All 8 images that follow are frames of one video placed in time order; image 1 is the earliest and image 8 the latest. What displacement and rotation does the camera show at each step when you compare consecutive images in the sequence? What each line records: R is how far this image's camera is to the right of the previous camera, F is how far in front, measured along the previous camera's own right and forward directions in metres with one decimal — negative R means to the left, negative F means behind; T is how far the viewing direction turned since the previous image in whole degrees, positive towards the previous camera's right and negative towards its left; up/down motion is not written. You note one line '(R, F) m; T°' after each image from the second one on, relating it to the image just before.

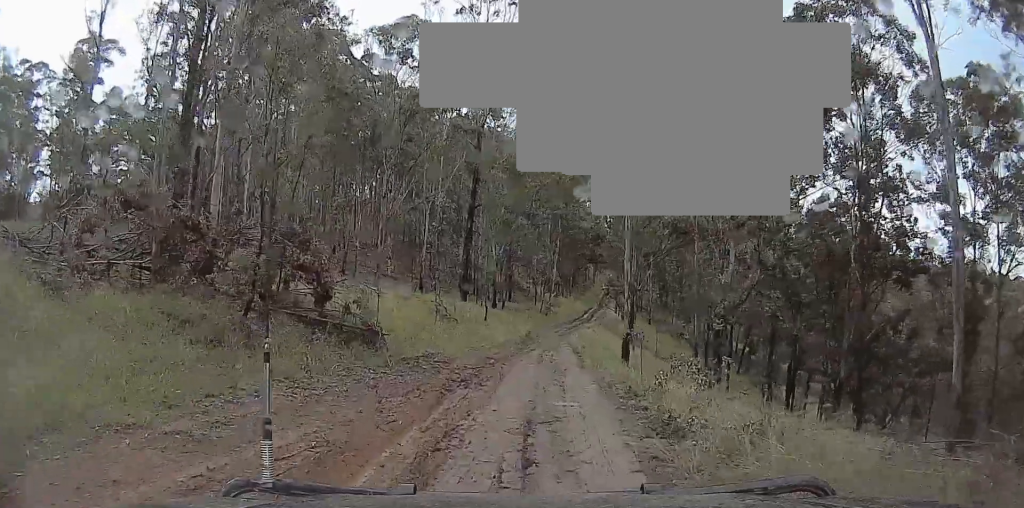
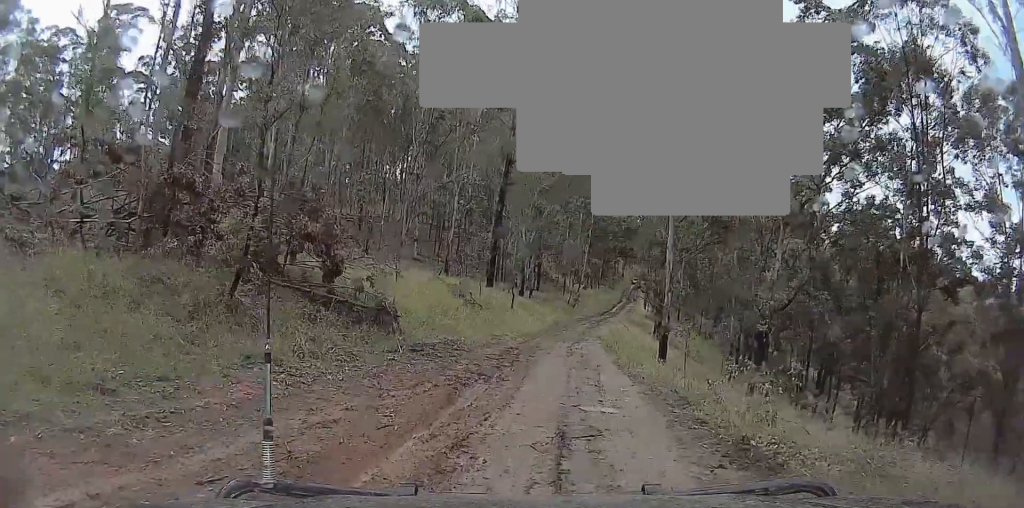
(+0.2, +2.0) m; +3°
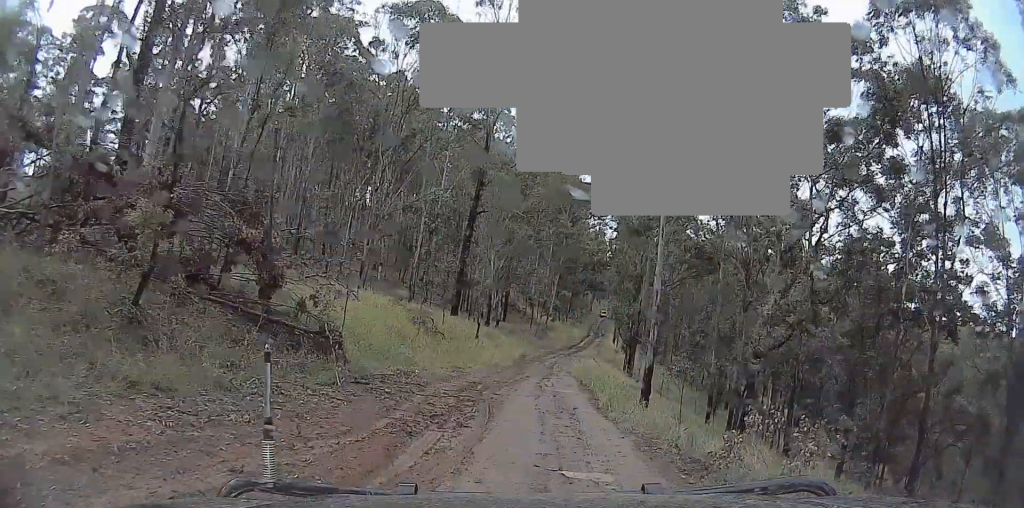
(+0.2, +2.8) m; +5°
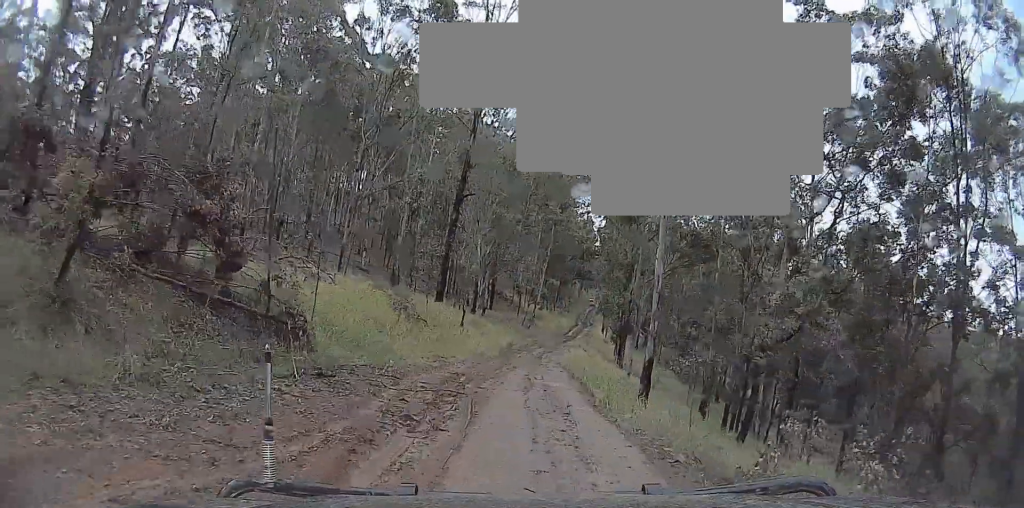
(0.0, +1.8) m; 0°
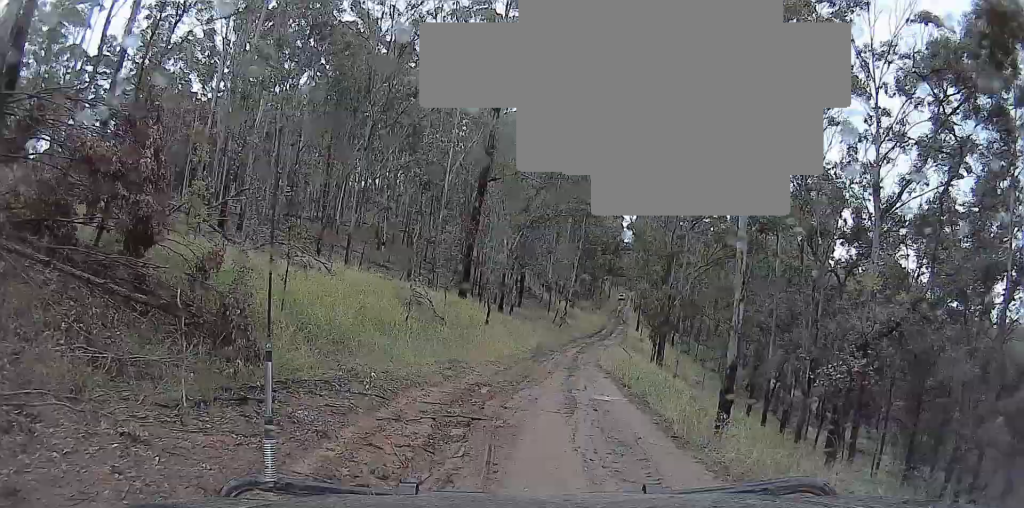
(0.0, +4.7) m; 0°
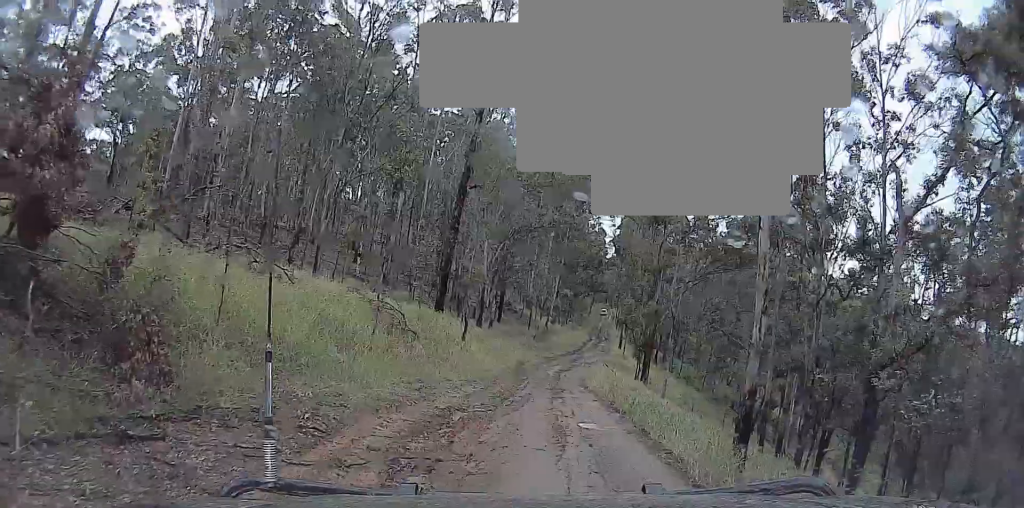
(0.0, +2.3) m; 0°
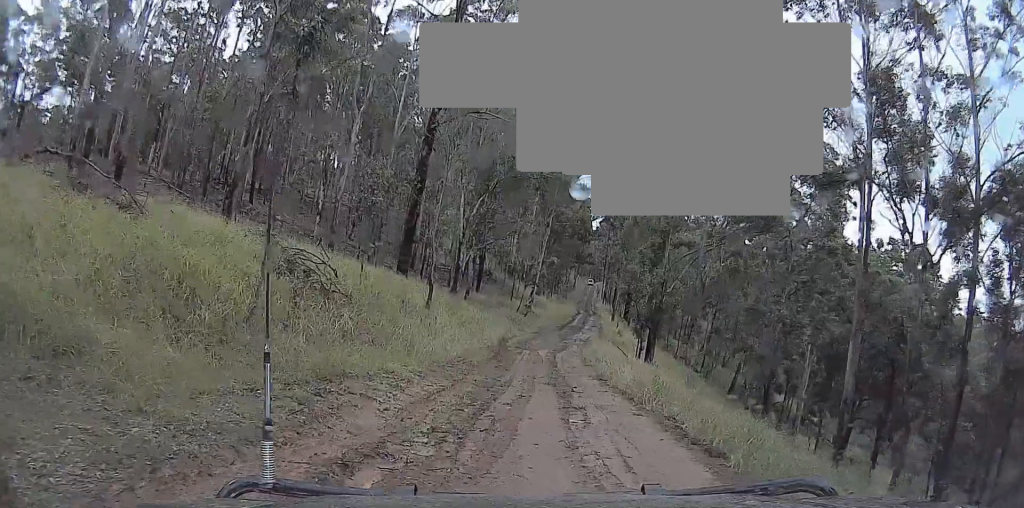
(-0.4, +8.8) m; -5°
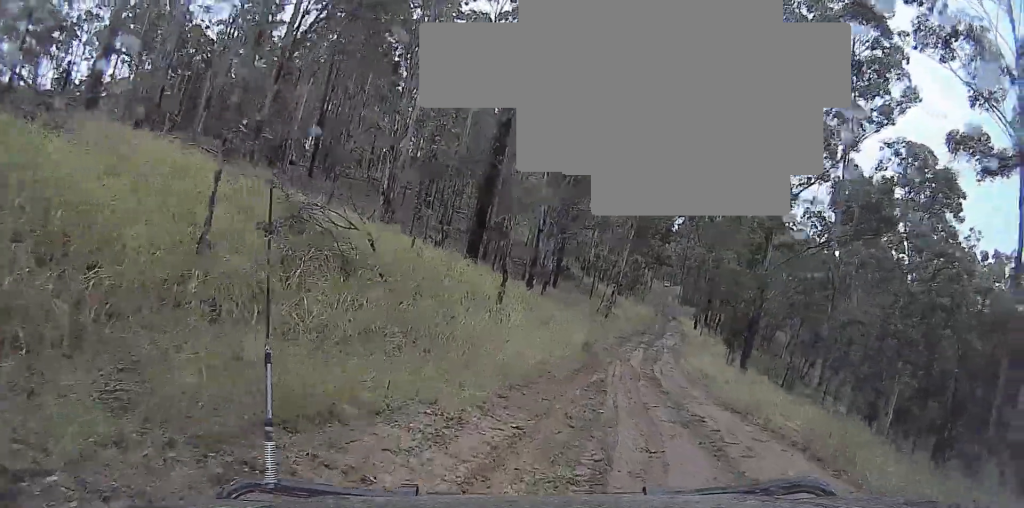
(-0.1, +5.6) m; -1°
